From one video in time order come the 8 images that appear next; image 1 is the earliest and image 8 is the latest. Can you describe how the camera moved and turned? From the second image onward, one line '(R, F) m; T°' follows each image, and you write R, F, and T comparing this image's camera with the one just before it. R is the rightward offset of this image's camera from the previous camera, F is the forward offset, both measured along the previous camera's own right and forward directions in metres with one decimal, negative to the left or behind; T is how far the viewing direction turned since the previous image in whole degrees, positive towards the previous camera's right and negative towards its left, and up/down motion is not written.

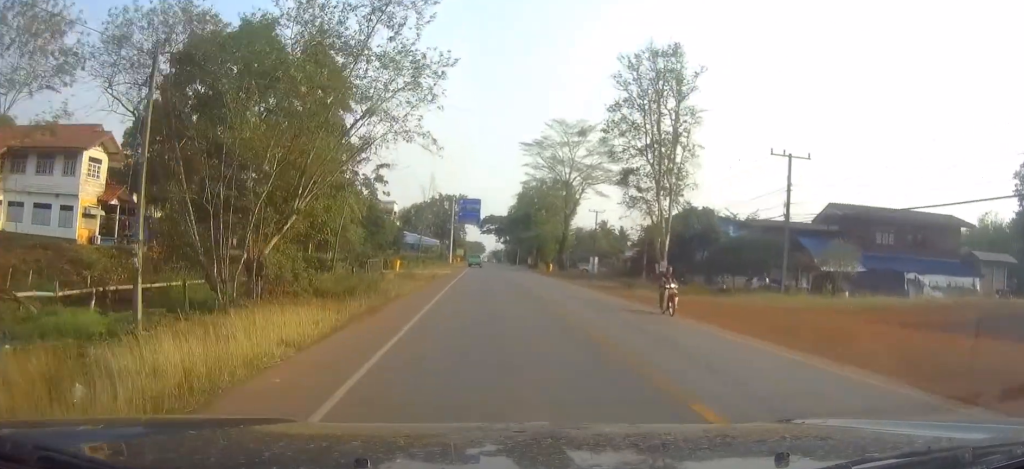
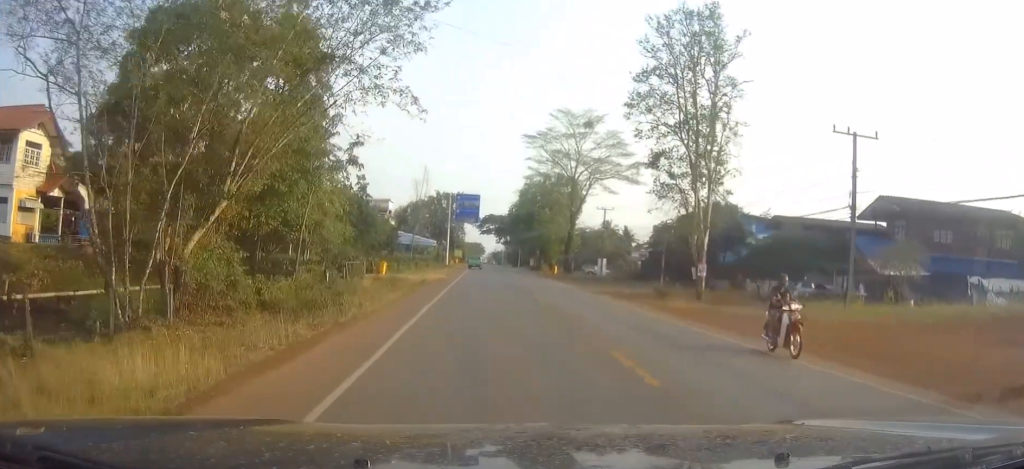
(0.0, +7.3) m; 0°
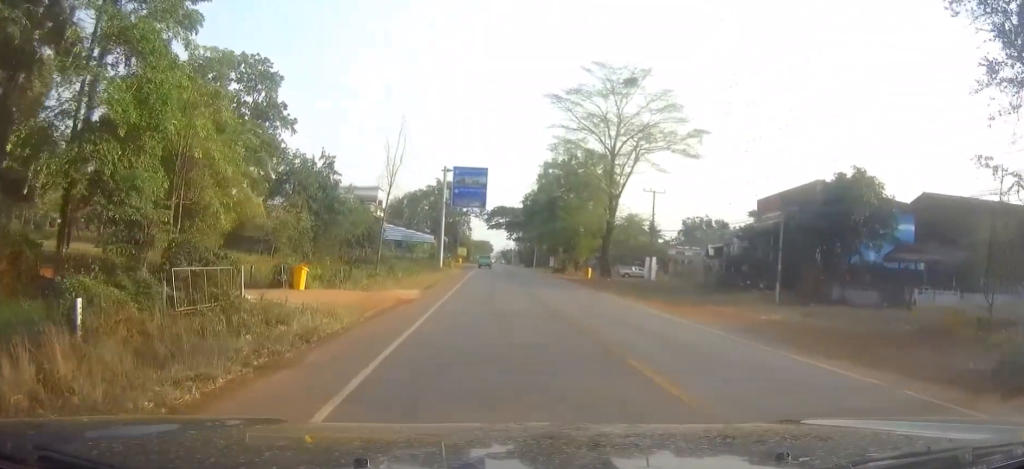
(0.0, +26.0) m; 0°
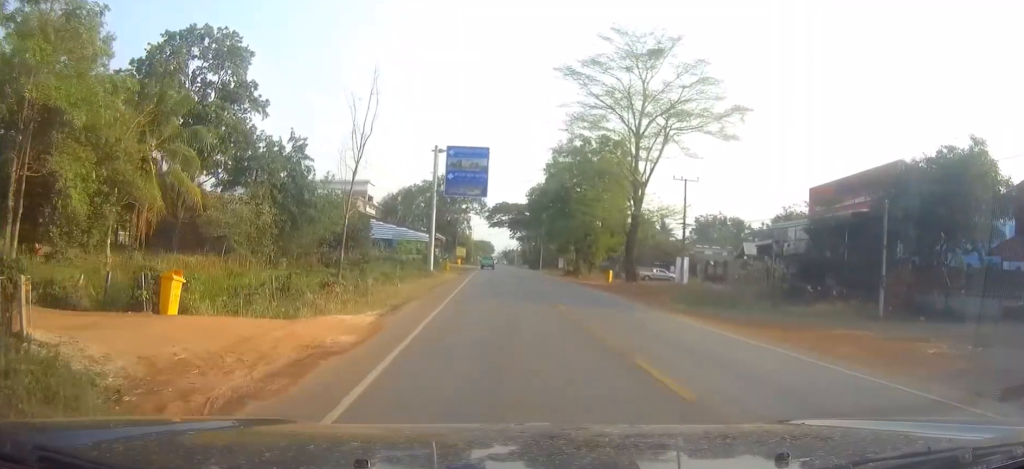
(0.0, +12.0) m; -1°
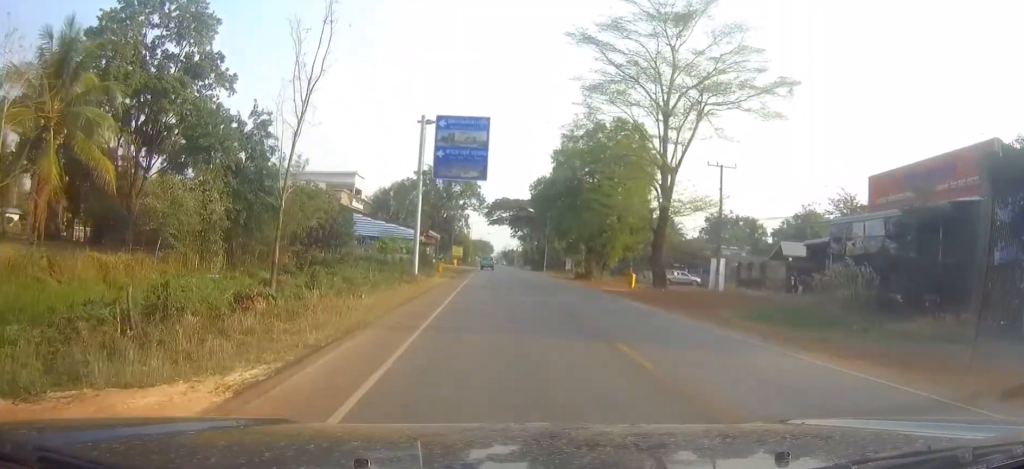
(-0.1, +10.1) m; 0°
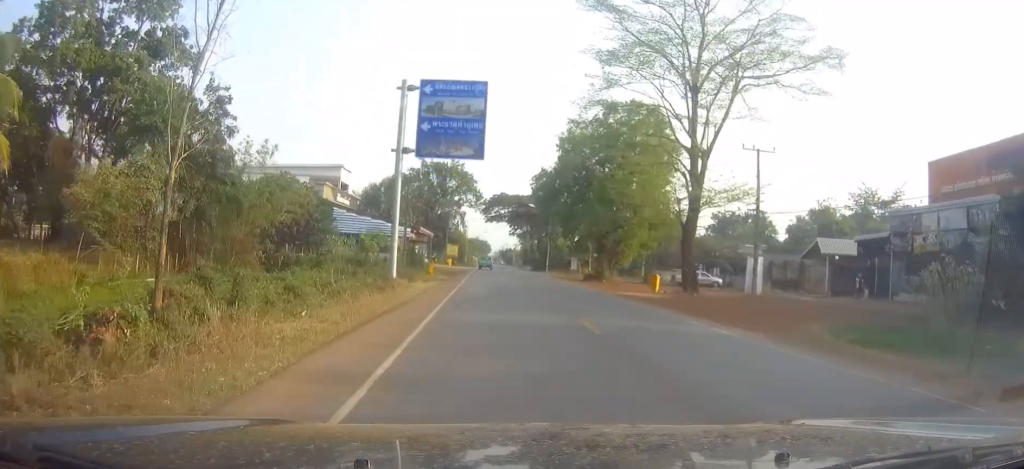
(0.0, +8.7) m; 0°
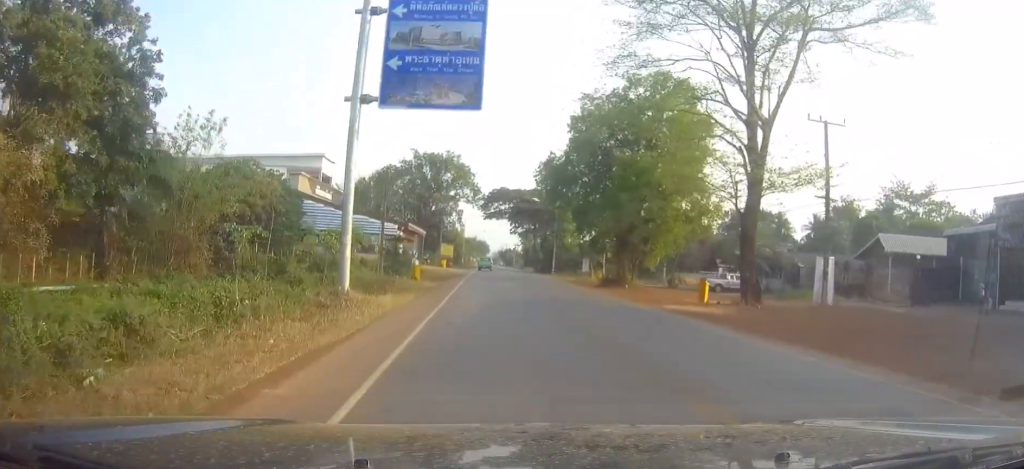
(0.0, +10.6) m; 0°
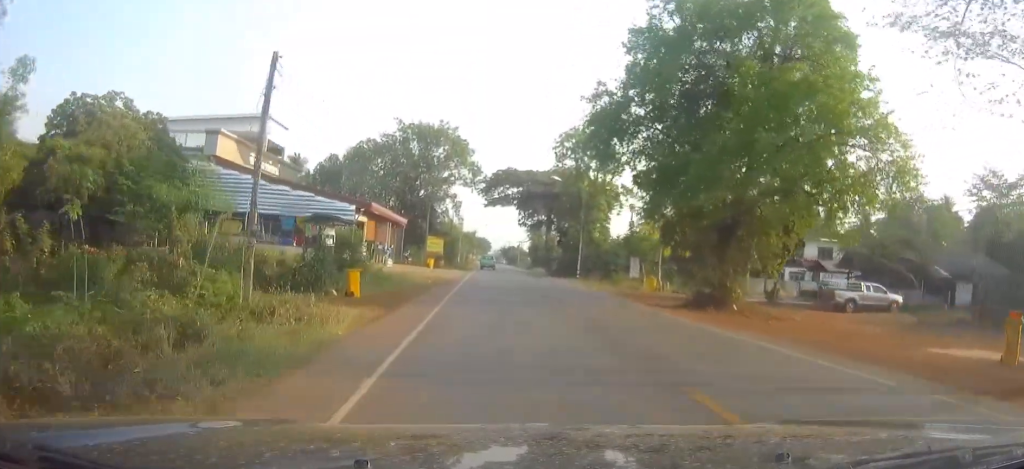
(+0.2, +23.2) m; +1°
